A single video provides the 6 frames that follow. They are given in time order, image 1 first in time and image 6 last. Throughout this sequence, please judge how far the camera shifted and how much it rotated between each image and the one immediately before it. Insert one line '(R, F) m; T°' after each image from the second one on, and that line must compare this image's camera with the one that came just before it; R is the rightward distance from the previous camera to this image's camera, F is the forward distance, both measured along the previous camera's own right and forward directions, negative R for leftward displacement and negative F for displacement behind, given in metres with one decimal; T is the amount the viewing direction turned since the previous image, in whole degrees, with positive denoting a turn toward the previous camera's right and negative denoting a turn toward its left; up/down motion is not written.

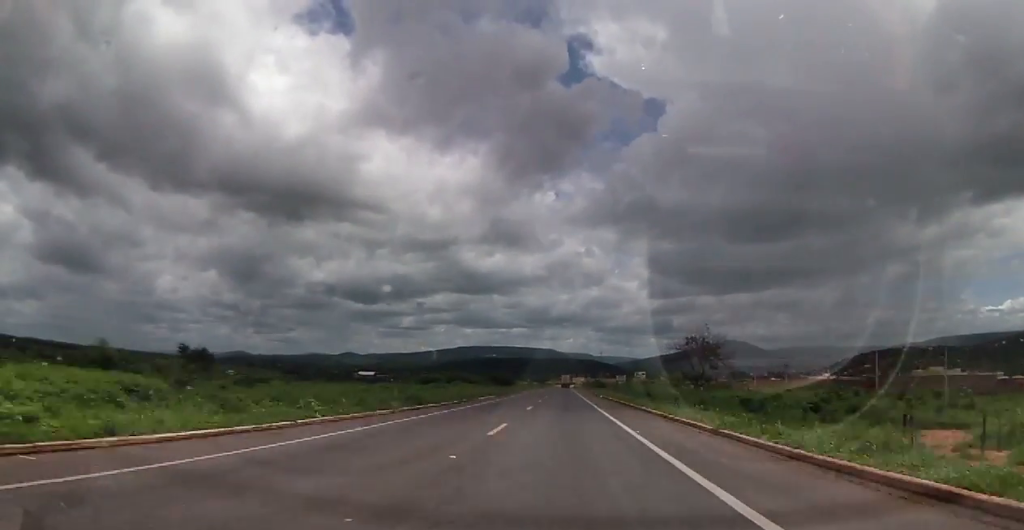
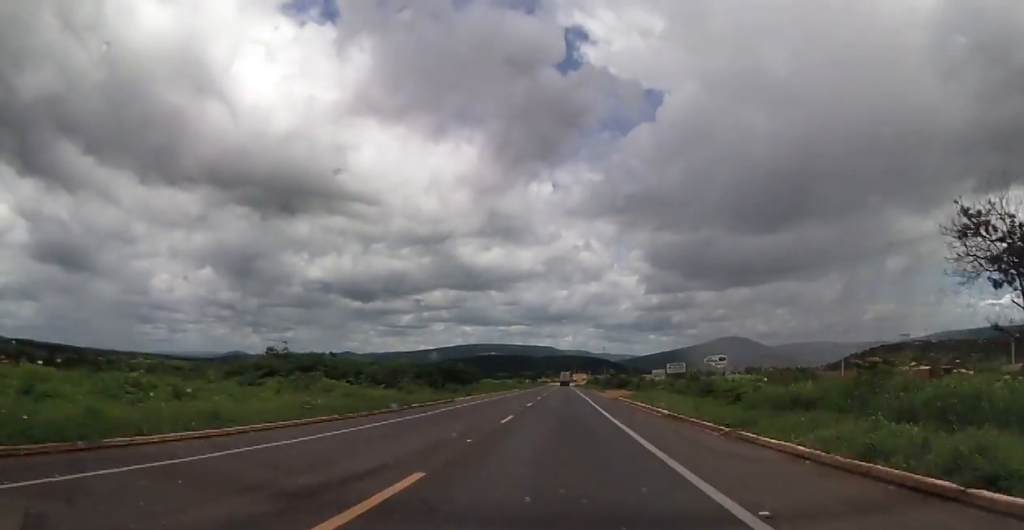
(-0.3, +77.6) m; 0°
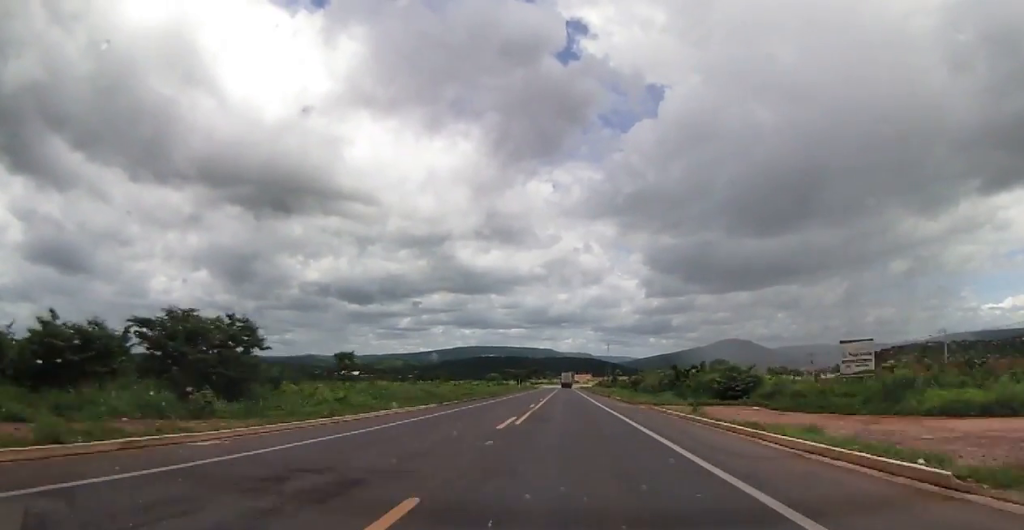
(+0.4, +82.9) m; 0°
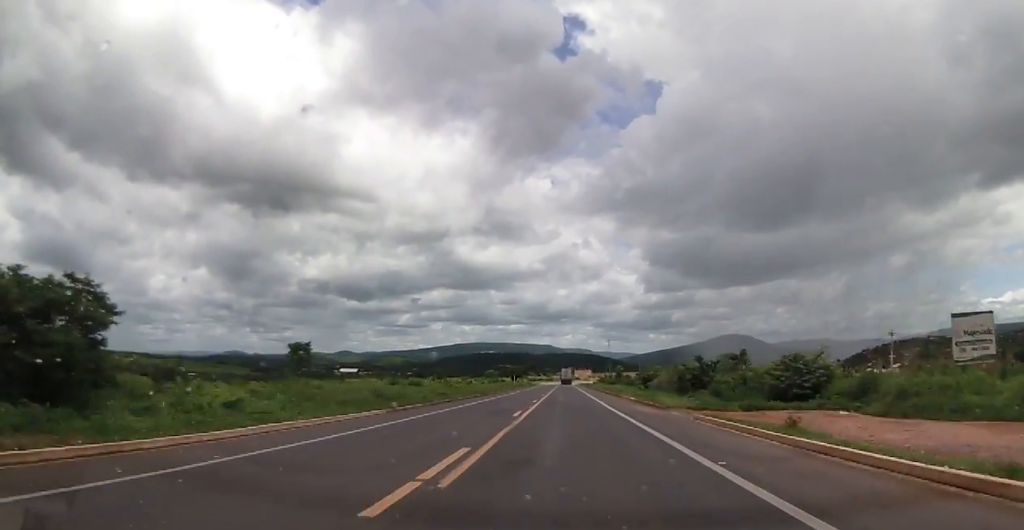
(-0.2, +12.4) m; 0°
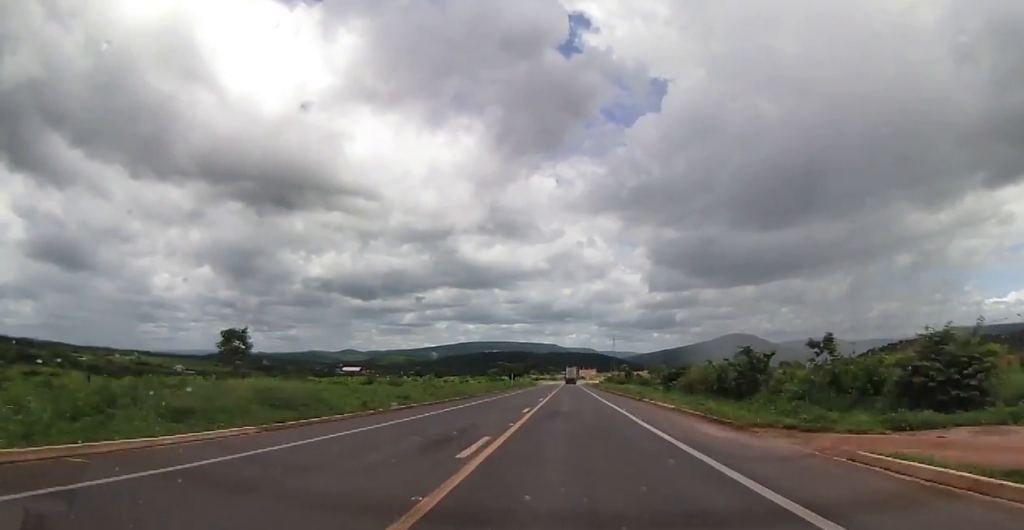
(0.0, +13.2) m; 0°
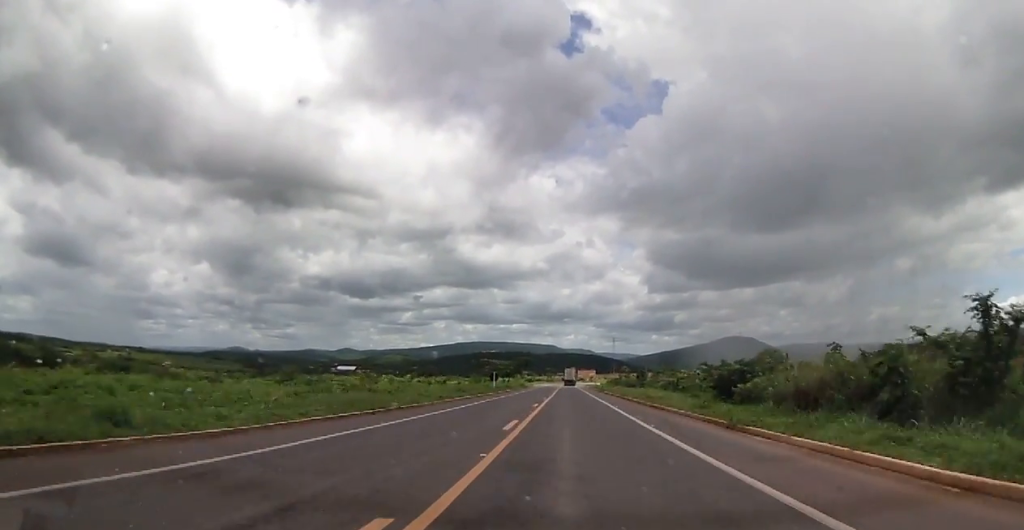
(+0.2, +24.2) m; 0°
